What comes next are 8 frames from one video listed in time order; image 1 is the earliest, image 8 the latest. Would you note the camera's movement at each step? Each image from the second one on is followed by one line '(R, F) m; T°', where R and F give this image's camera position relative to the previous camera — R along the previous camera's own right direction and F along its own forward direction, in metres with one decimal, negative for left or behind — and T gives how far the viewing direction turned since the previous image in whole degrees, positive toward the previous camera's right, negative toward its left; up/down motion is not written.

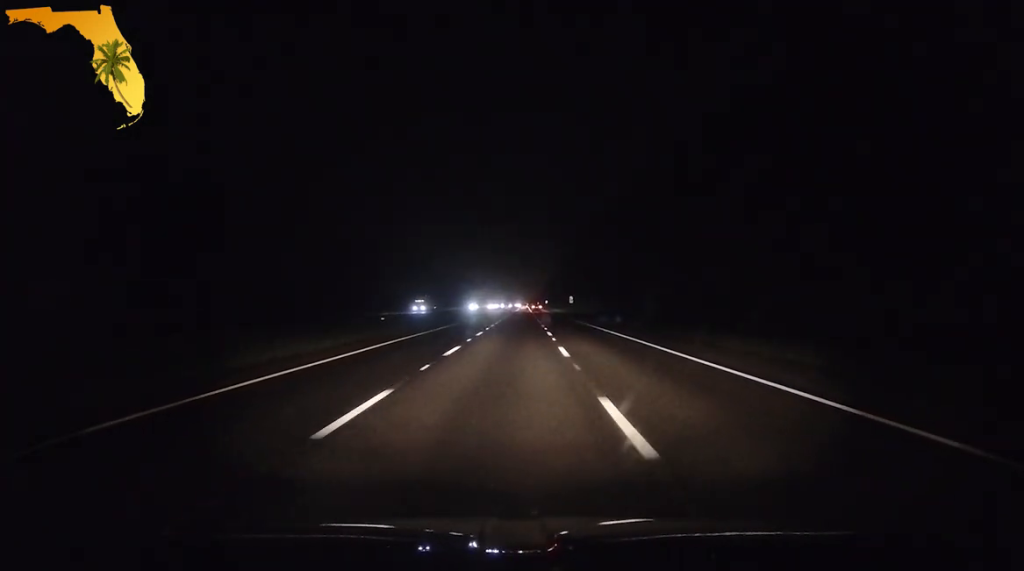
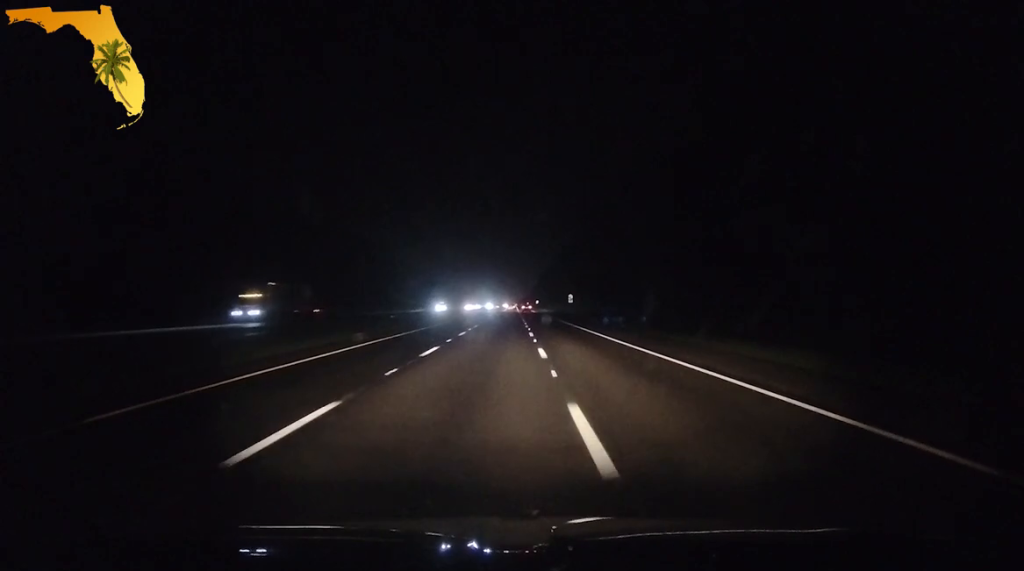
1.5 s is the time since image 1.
(-0.2, +49.2) m; +1°
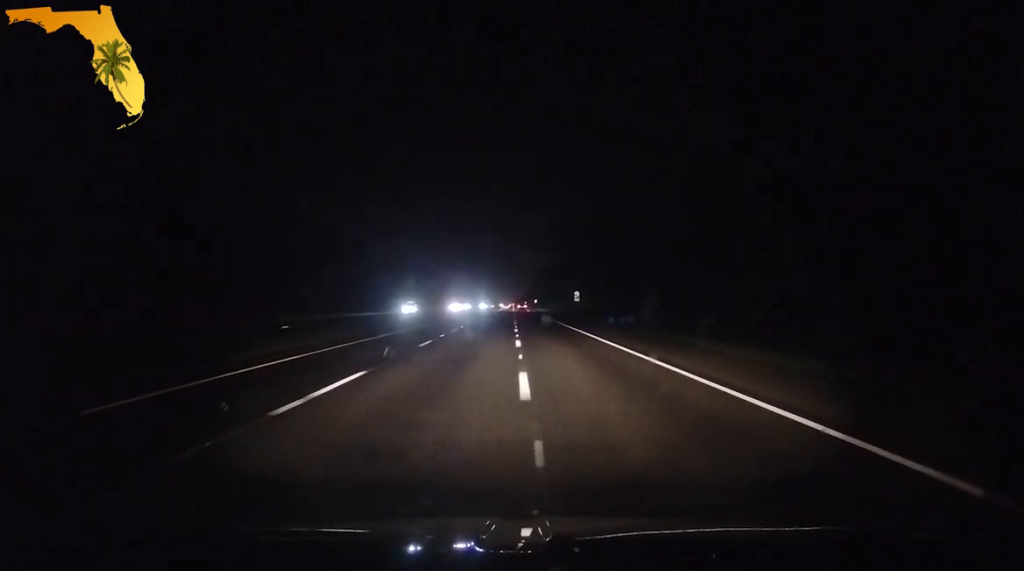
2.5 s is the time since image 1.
(+0.4, +32.1) m; +1°
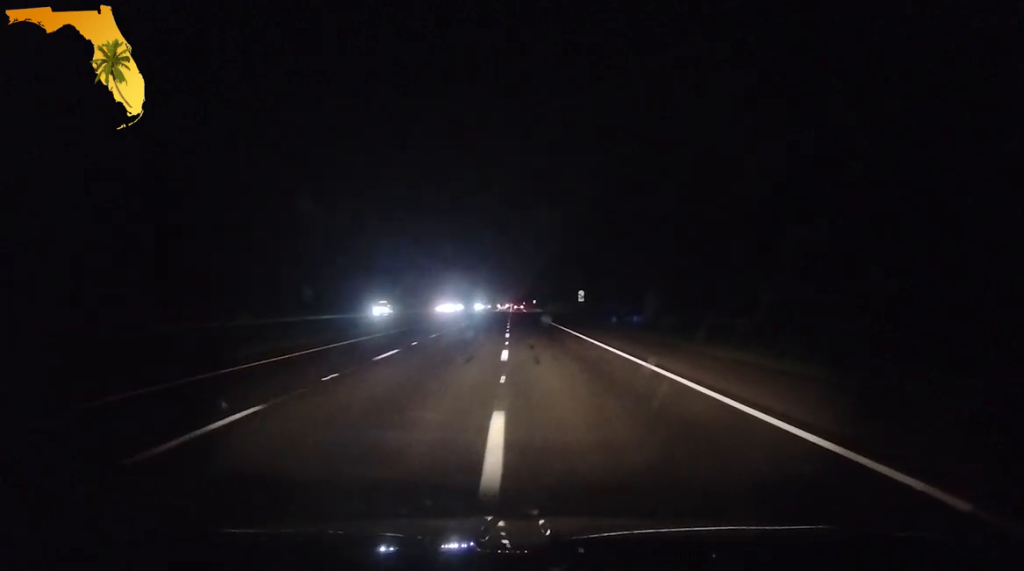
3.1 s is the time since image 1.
(+0.1, +17.3) m; 0°
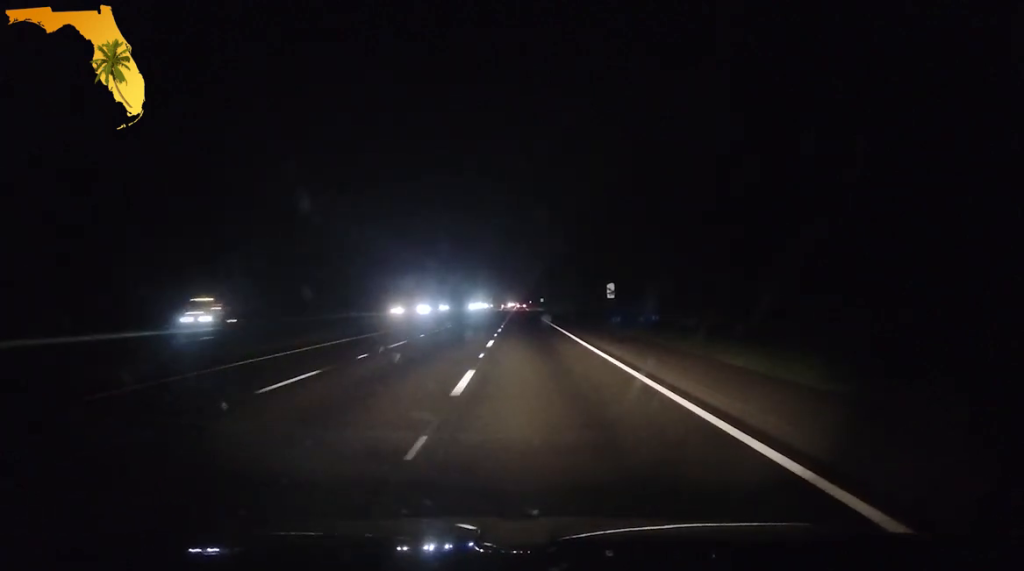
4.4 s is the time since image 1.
(+0.1, +42.3) m; 0°
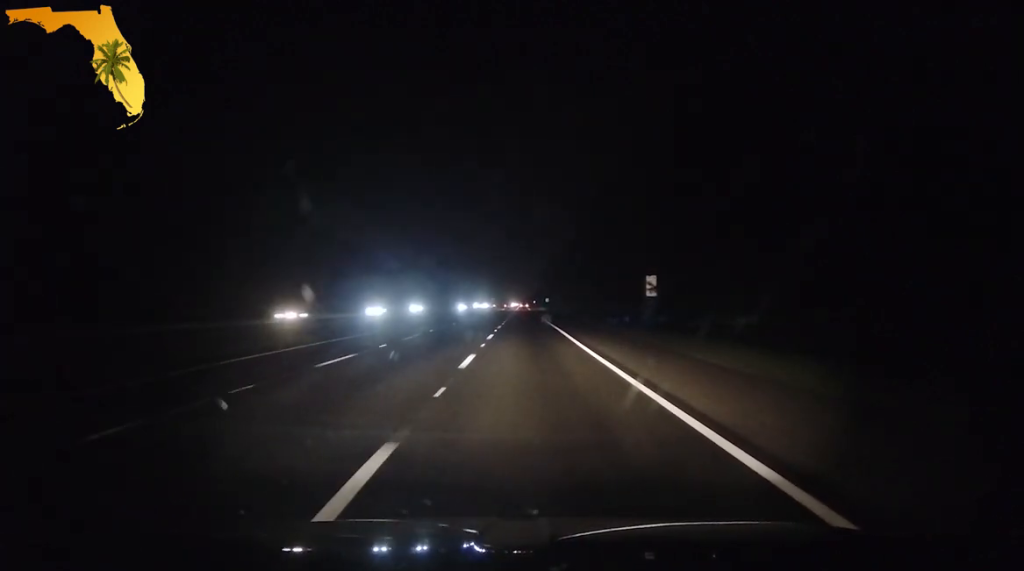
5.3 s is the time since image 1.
(0.0, +31.5) m; 0°
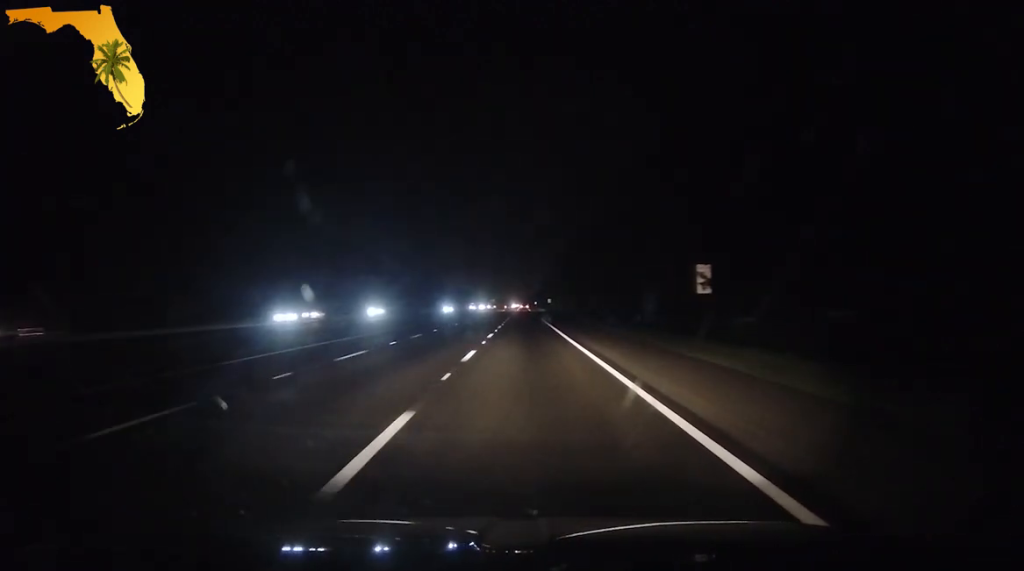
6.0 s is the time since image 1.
(-0.1, +21.8) m; 0°
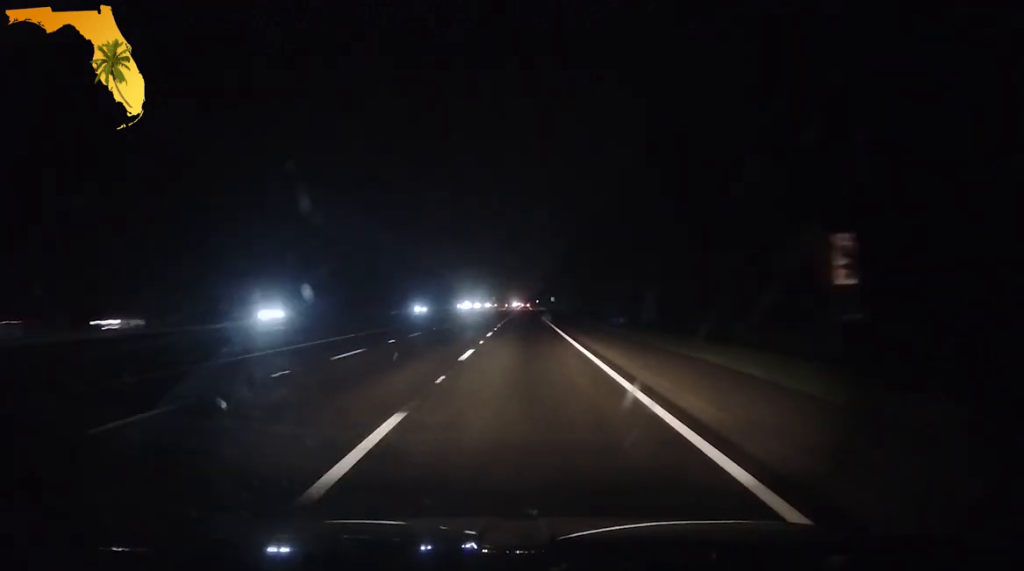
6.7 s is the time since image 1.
(-0.1, +24.0) m; 0°
